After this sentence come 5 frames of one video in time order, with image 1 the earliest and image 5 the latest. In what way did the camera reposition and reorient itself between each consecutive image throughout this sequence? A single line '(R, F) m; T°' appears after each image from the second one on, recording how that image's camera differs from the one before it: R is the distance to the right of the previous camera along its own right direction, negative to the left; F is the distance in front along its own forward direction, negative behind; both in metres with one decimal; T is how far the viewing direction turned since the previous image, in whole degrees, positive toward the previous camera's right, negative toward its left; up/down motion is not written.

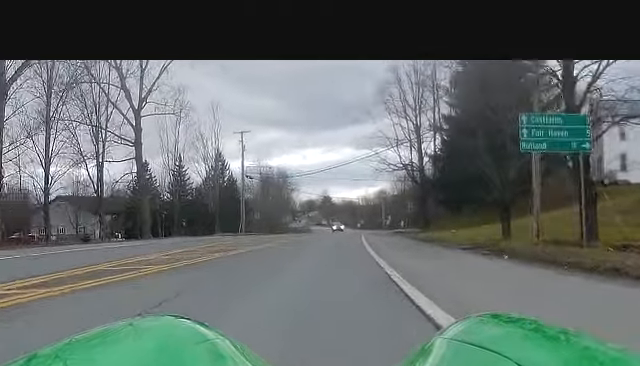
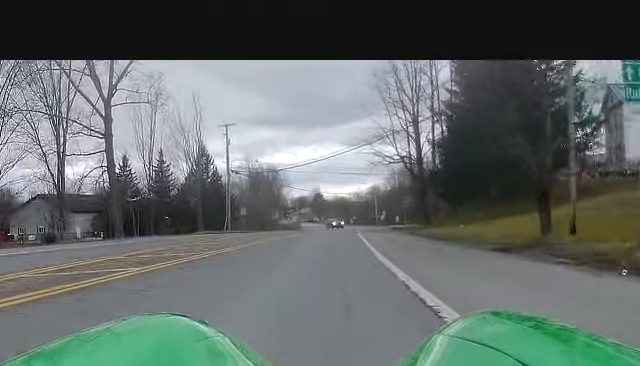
(+0.1, +7.8) m; +1°
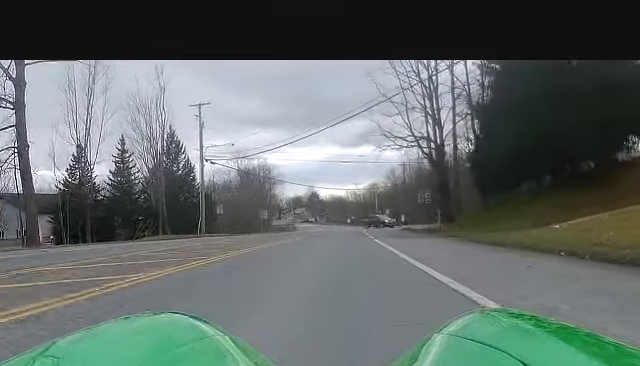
(-0.2, +20.7) m; -1°
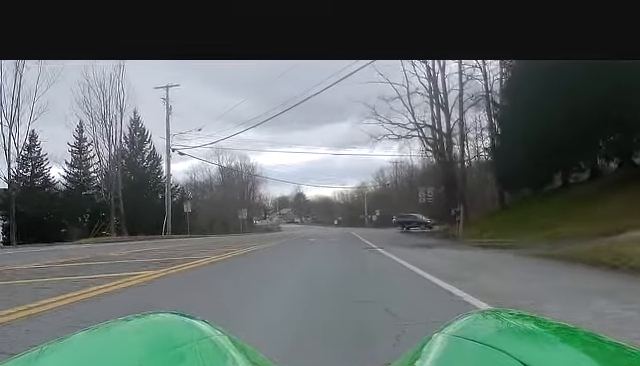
(0.0, +12.4) m; +1°
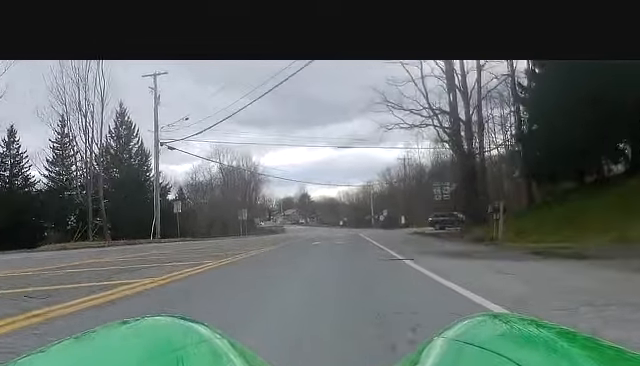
(+0.1, +7.4) m; +1°
